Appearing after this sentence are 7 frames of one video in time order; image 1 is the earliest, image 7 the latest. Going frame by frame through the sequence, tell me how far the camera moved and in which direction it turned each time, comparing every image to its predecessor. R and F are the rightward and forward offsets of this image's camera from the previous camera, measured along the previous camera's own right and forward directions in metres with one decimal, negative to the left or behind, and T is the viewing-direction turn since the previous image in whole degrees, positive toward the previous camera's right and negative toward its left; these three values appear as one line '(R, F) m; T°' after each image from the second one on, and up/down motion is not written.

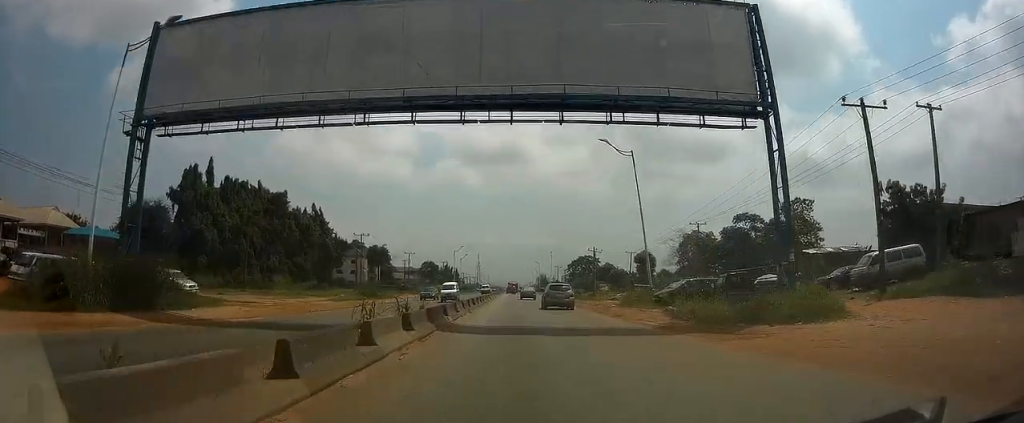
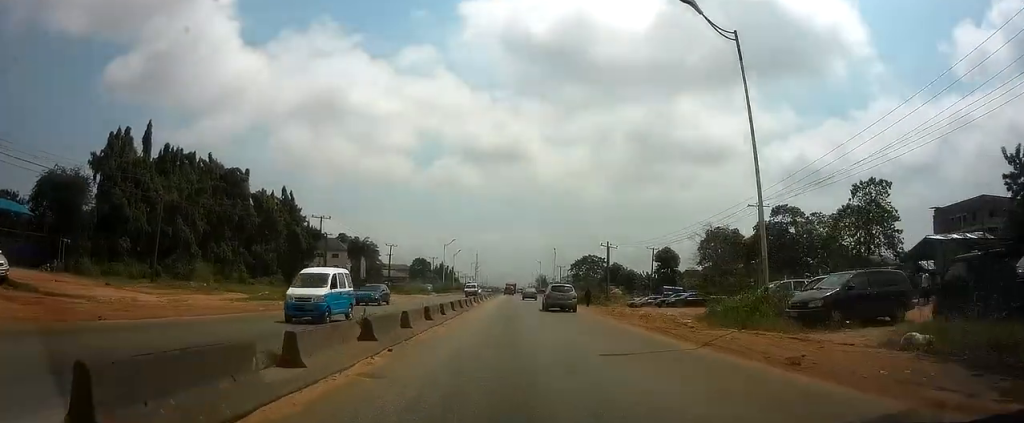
(+0.1, +17.7) m; 0°
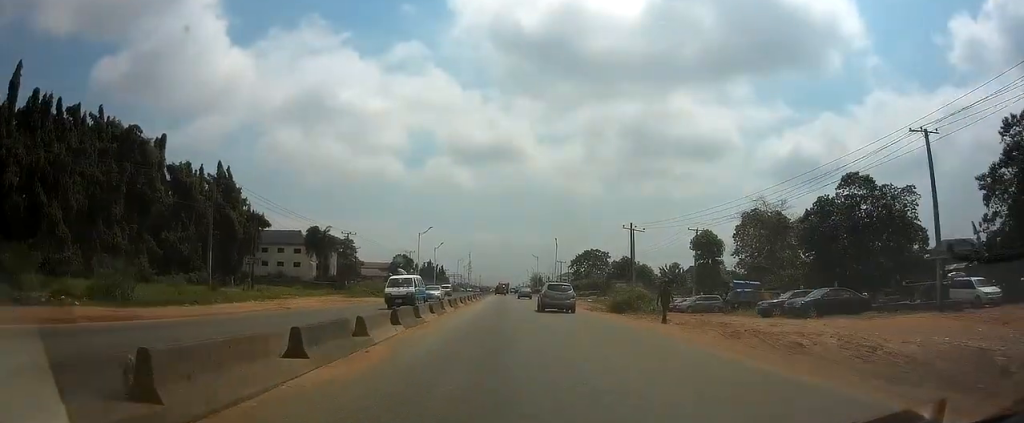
(+0.1, +24.1) m; 0°
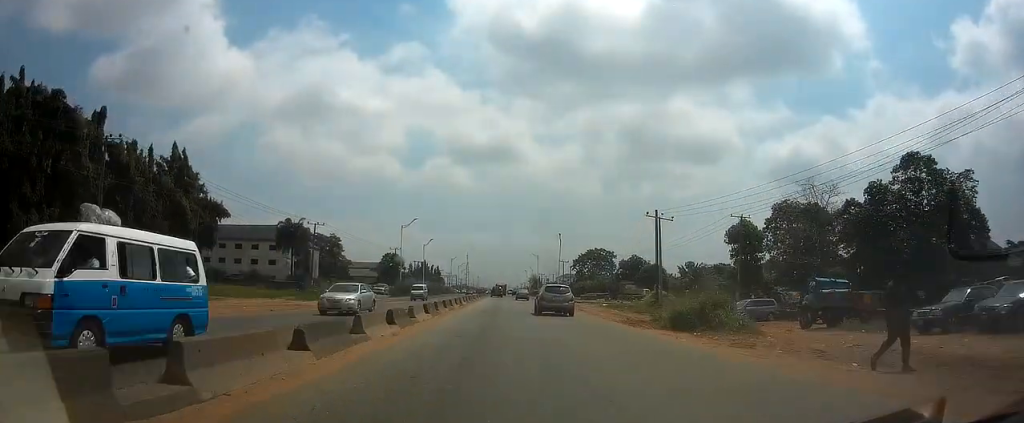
(+0.1, +13.4) m; 0°
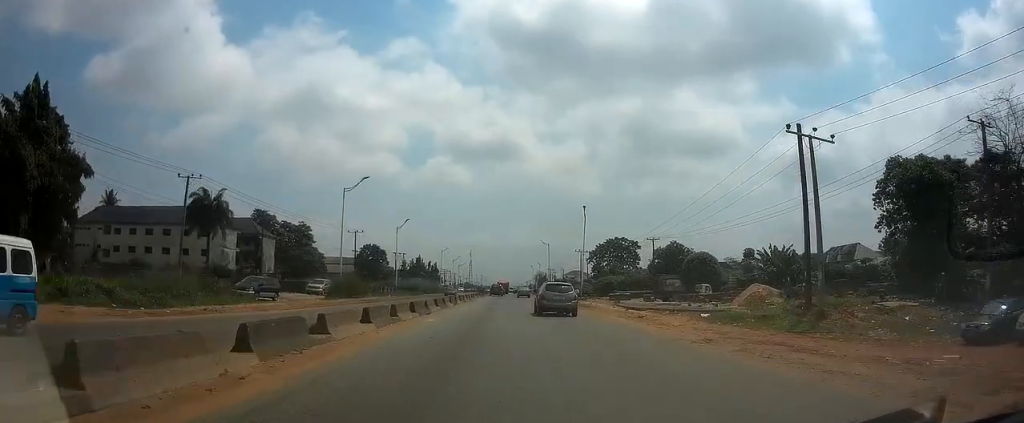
(-0.2, +29.8) m; -1°
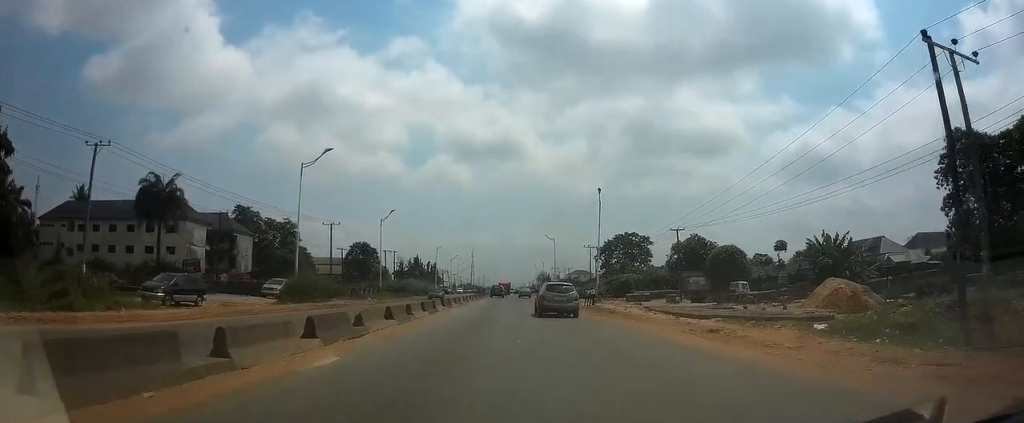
(0.0, +11.6) m; 0°
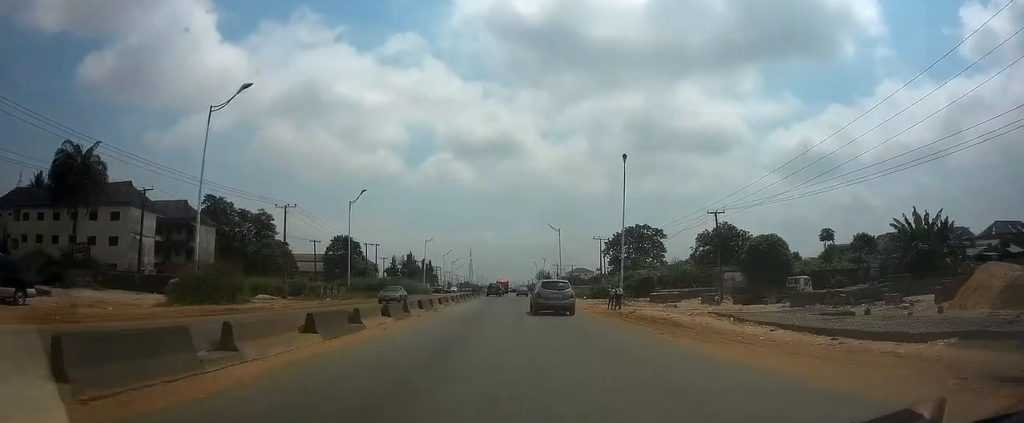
(0.0, +14.1) m; 0°
